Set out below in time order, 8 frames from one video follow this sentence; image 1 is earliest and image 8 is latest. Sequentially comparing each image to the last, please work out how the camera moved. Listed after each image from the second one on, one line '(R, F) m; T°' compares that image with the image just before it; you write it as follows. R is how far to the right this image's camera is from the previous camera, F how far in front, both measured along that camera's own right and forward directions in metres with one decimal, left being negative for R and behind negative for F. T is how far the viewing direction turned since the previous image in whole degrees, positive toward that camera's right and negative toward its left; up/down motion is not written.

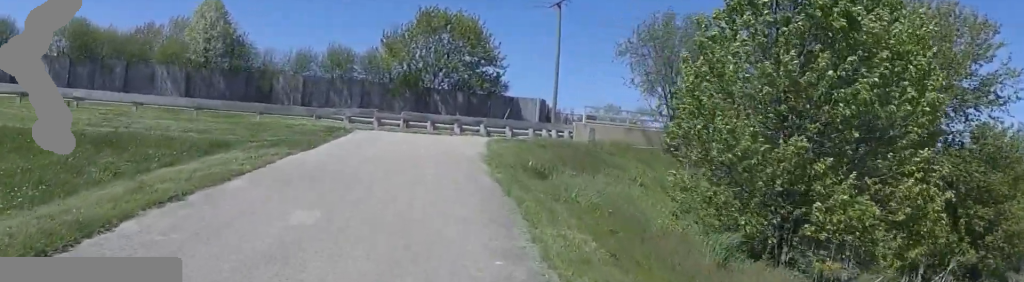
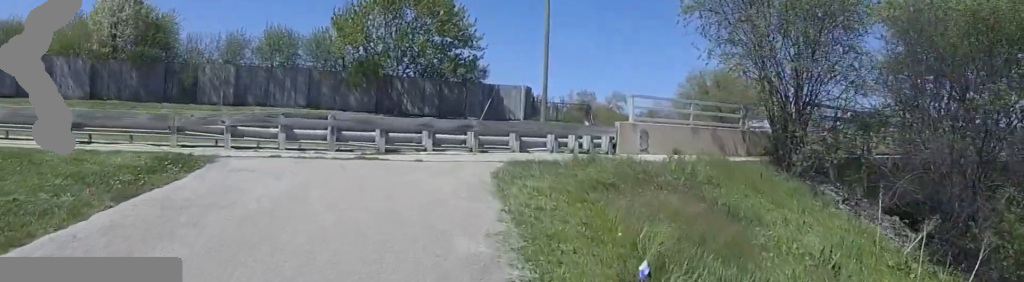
(-1.2, +10.5) m; -4°
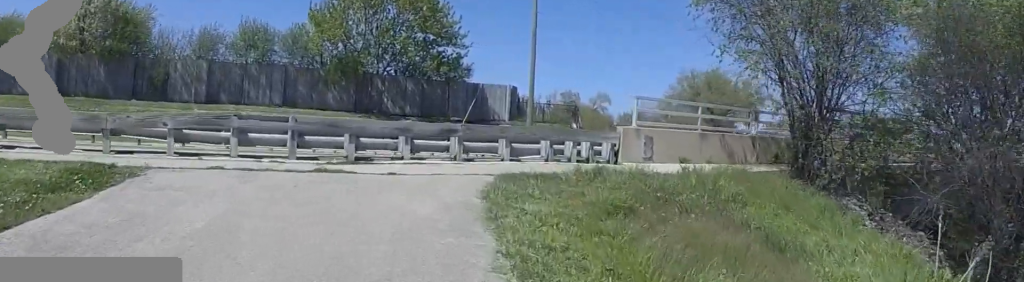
(+0.1, +1.9) m; +5°
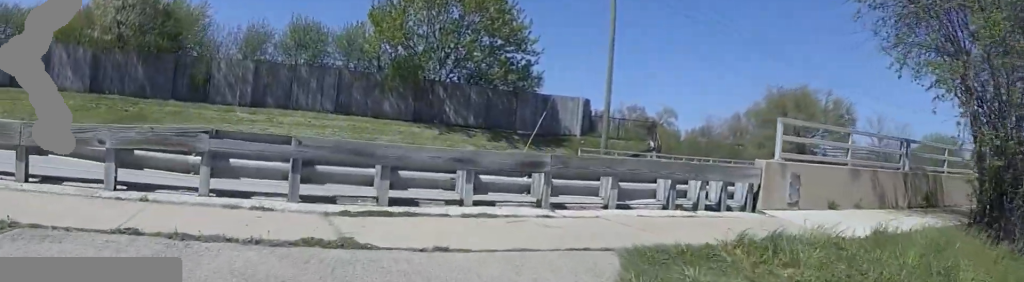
(+0.5, +4.1) m; +14°
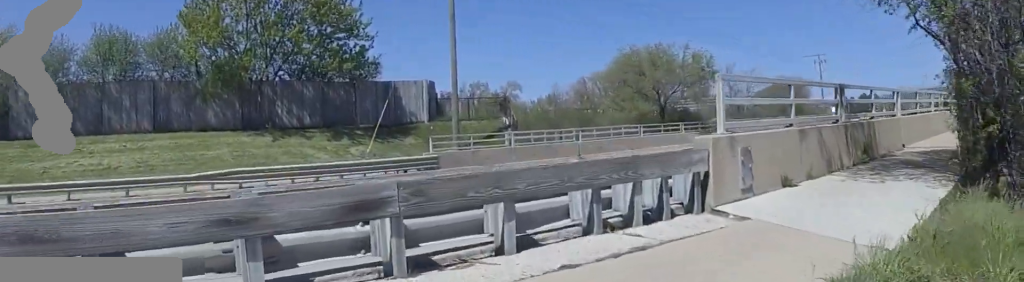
(+0.3, +3.6) m; +21°
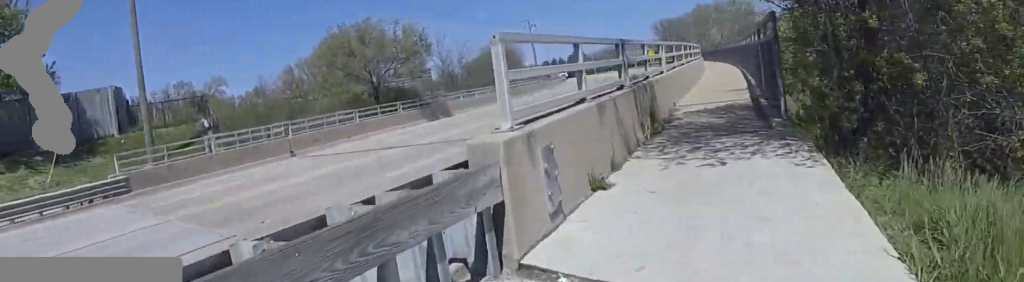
(+1.1, +2.8) m; +6°
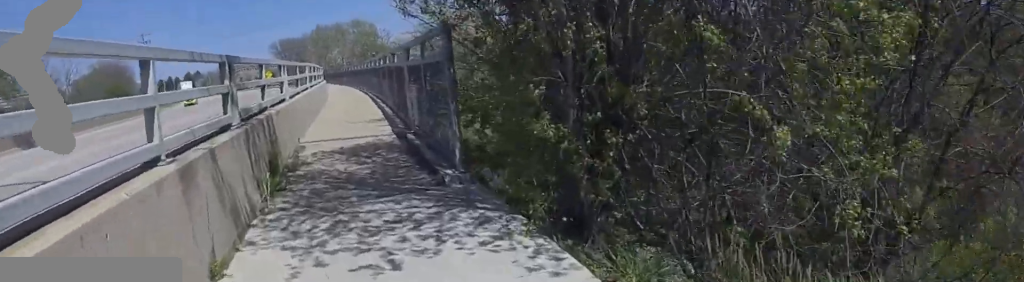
(-0.5, +2.8) m; +9°
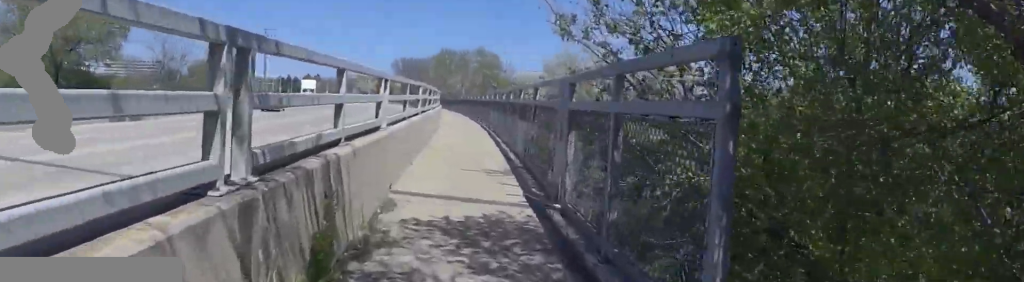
(+0.9, +3.5) m; +2°
